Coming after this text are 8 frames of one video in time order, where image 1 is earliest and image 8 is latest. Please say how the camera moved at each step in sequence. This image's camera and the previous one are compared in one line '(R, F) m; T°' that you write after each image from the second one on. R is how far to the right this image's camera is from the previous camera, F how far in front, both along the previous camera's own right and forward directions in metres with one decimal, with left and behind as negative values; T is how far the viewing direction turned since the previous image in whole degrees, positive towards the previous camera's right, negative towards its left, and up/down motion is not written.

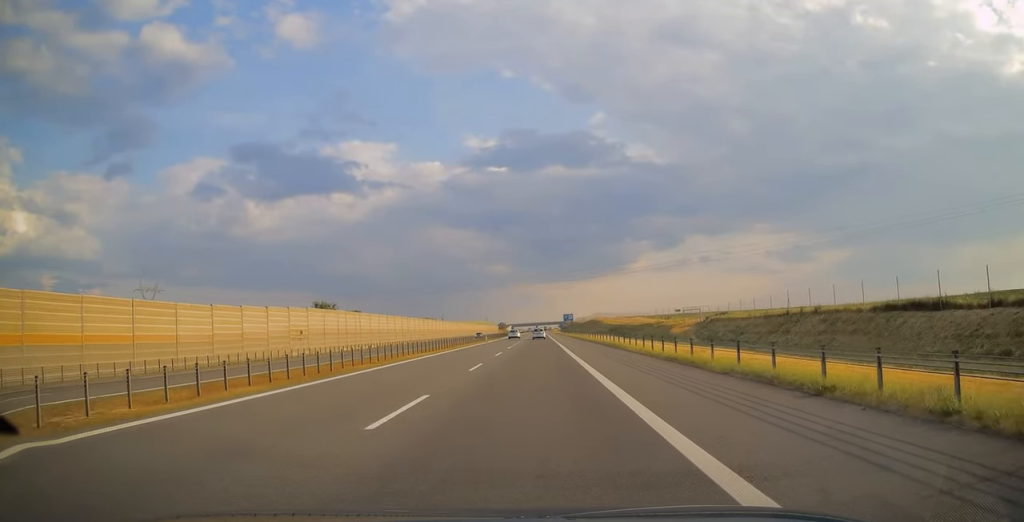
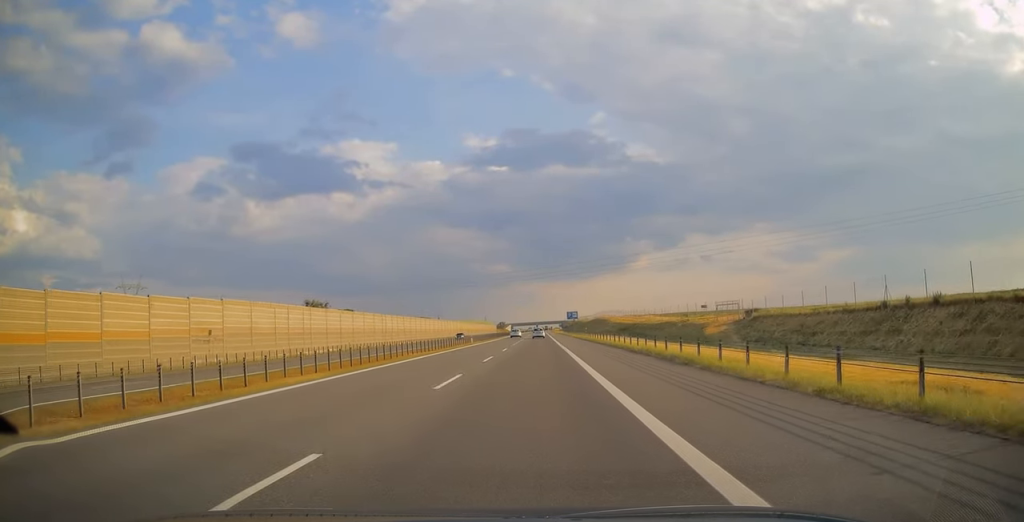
(0.0, +18.2) m; 0°
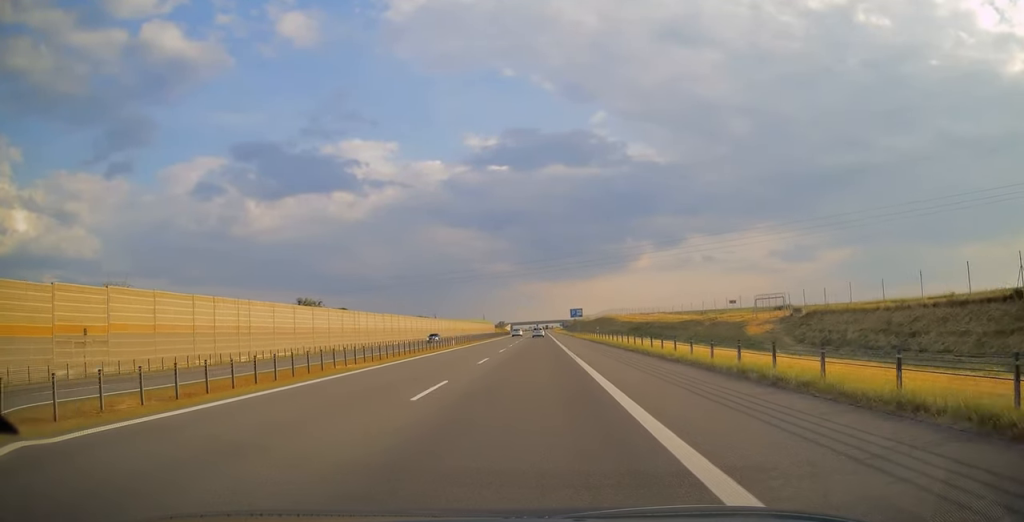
(0.0, +14.3) m; 0°
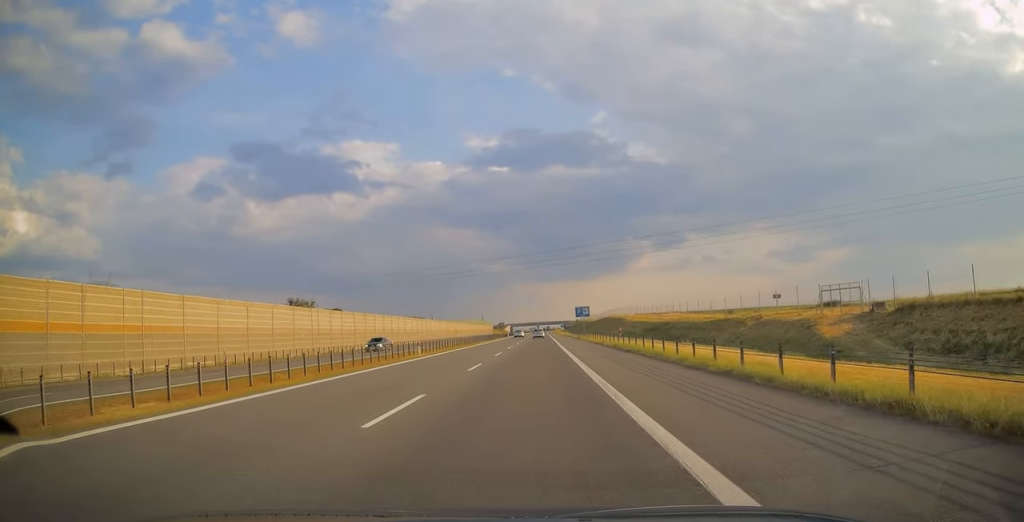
(0.0, +15.4) m; 0°
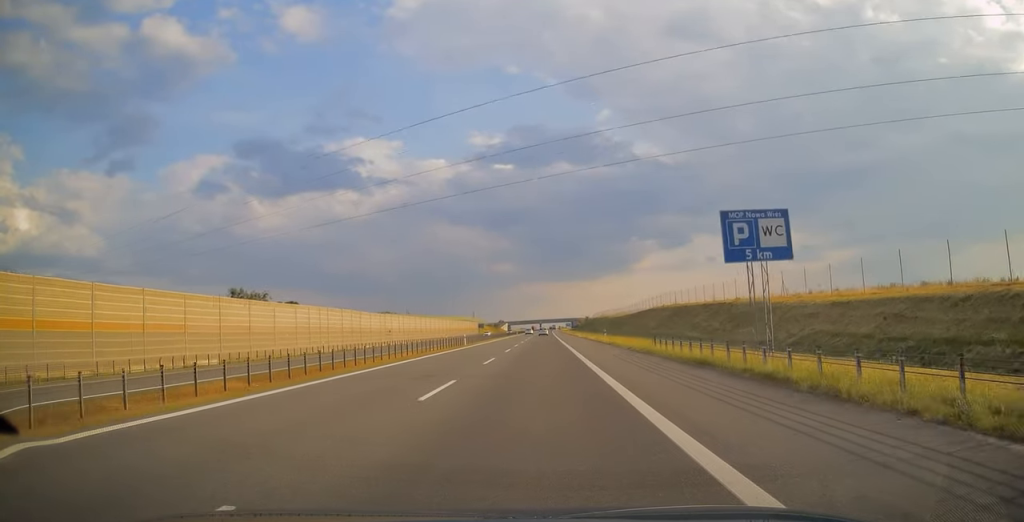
(-0.1, +80.4) m; 0°
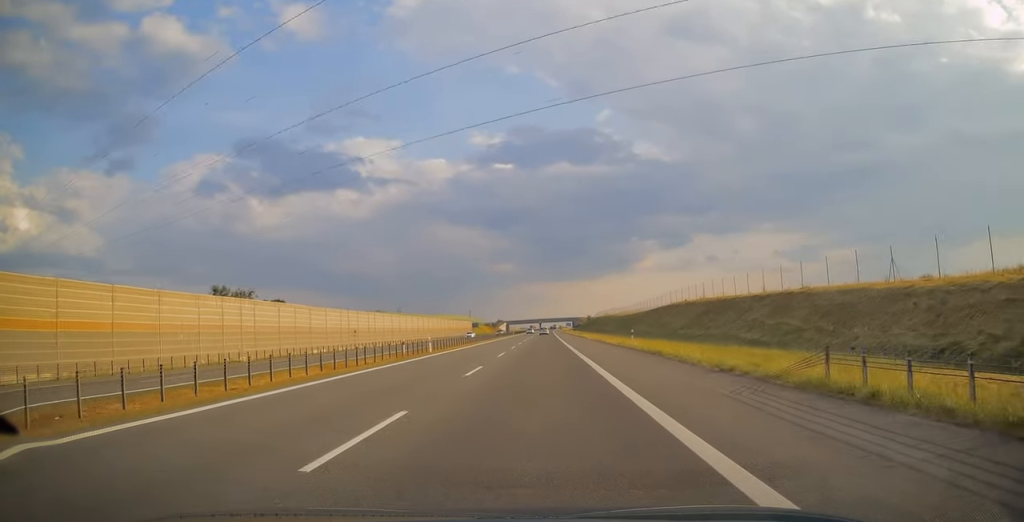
(0.0, +18.2) m; 0°
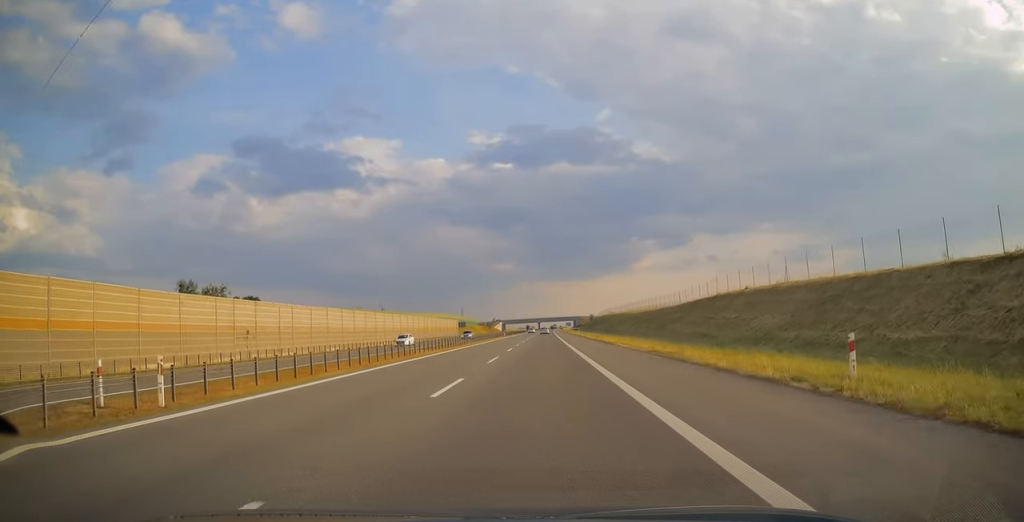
(0.0, +29.7) m; 0°
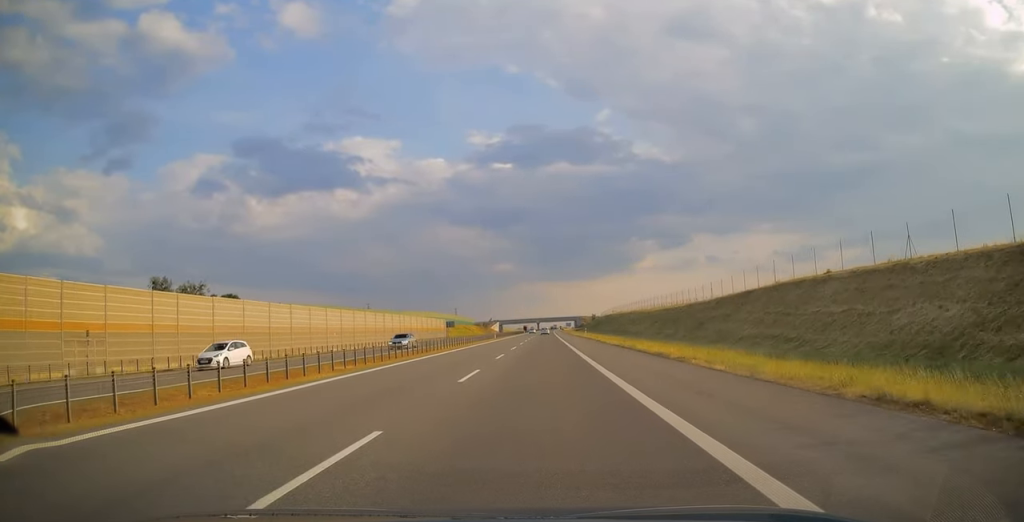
(0.0, +20.3) m; 0°
